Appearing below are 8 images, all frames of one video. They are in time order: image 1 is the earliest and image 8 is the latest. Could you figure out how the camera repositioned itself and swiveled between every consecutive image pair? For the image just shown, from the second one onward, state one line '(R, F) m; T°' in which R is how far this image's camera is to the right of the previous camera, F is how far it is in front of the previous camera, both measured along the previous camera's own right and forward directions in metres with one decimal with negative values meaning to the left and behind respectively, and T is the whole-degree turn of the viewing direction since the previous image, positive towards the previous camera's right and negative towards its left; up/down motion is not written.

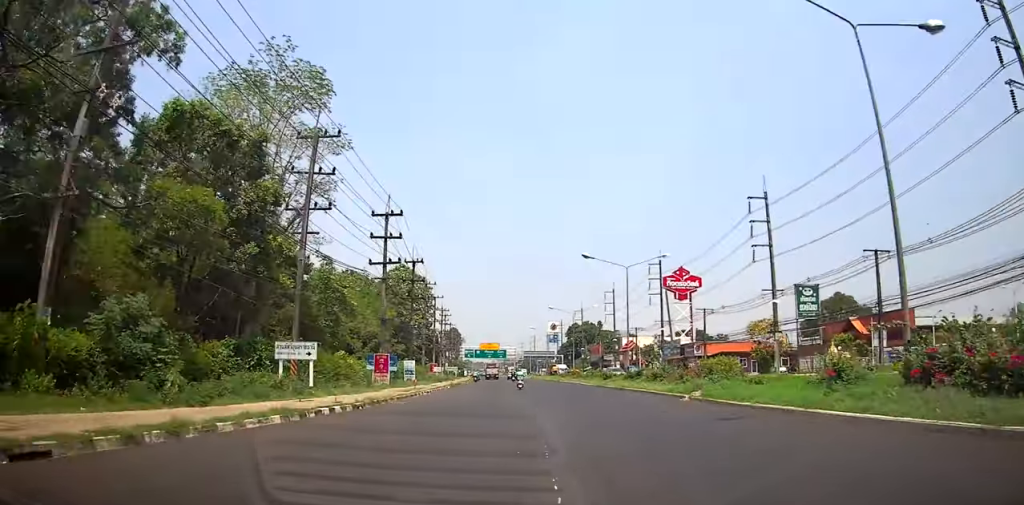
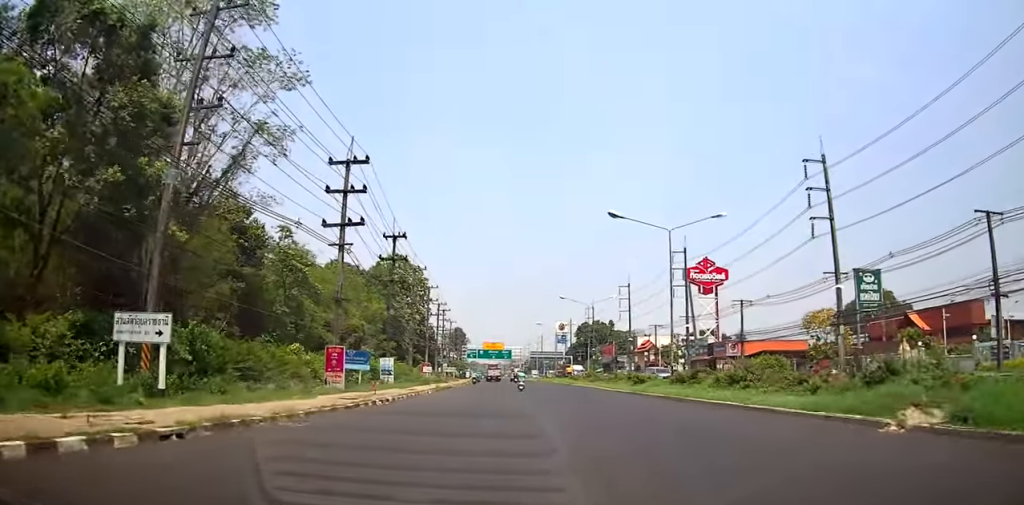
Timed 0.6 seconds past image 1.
(0.0, +12.4) m; -1°
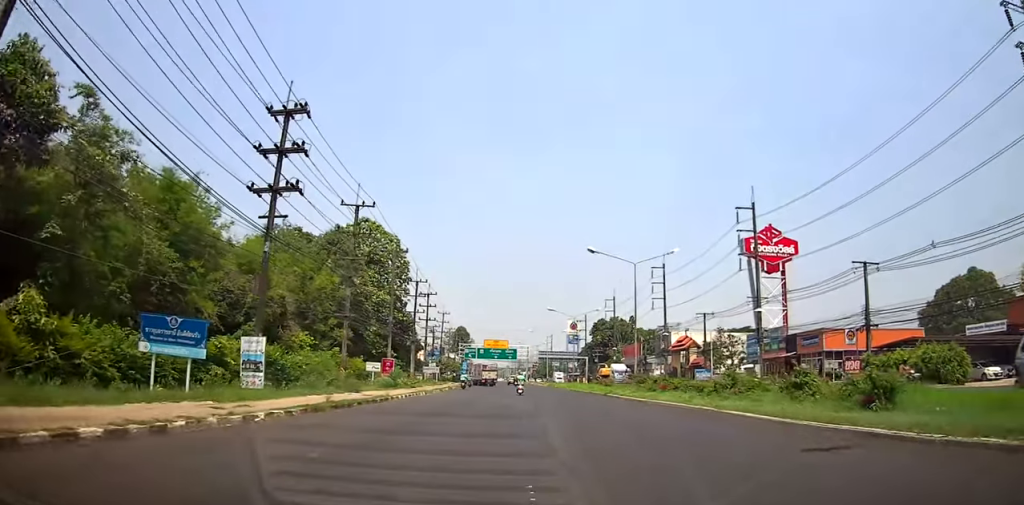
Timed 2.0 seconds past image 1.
(-0.9, +26.3) m; -4°
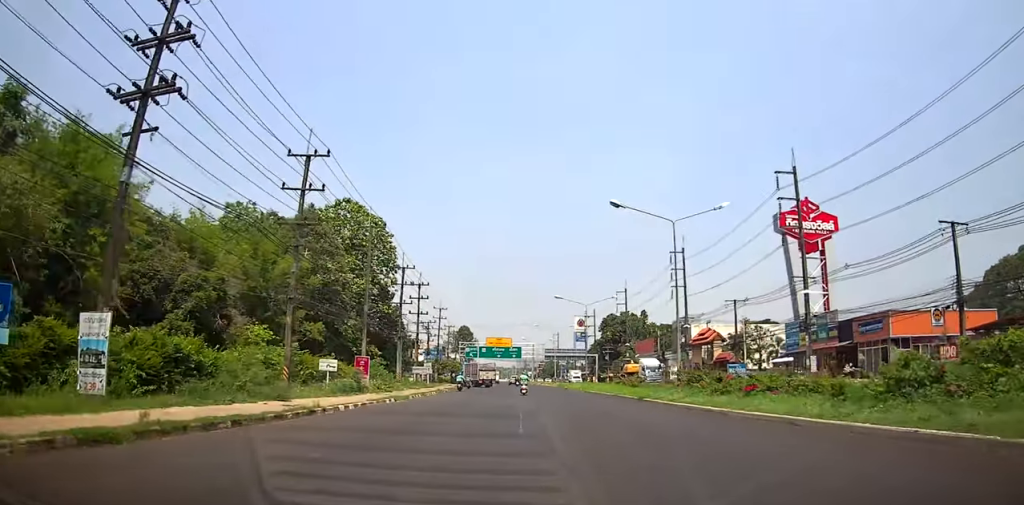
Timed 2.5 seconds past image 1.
(-0.2, +10.6) m; -1°
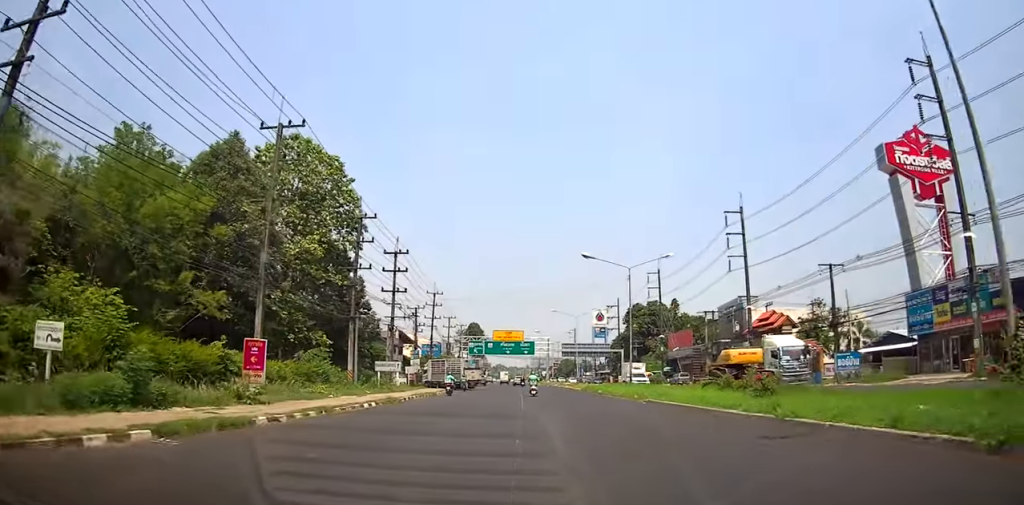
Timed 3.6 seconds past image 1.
(-0.2, +20.7) m; -1°
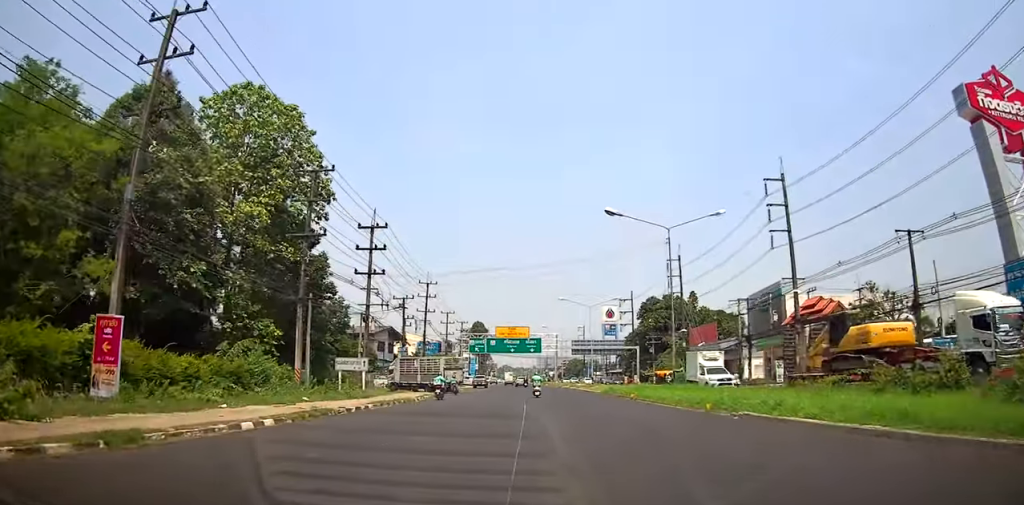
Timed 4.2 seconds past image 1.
(0.0, +10.7) m; -1°
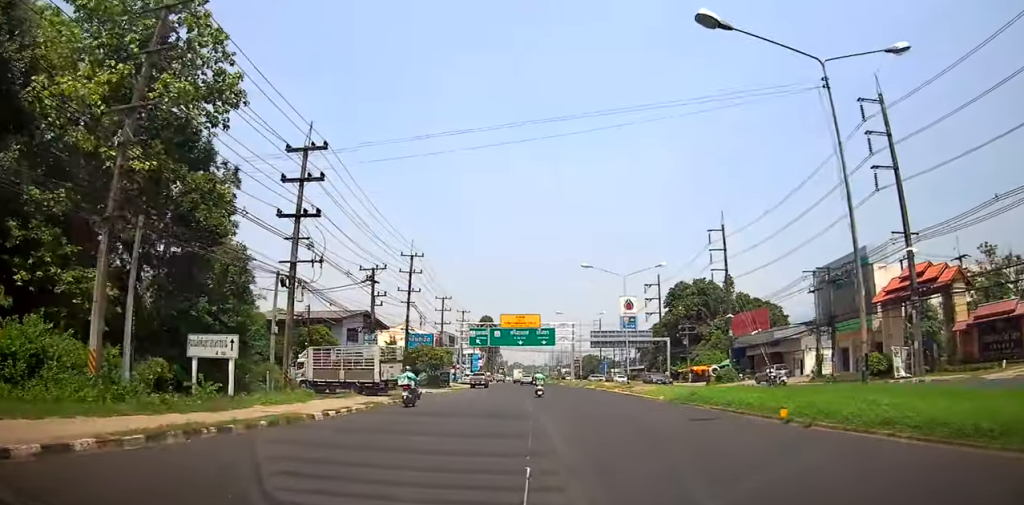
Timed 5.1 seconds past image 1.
(-0.2, +17.0) m; -1°
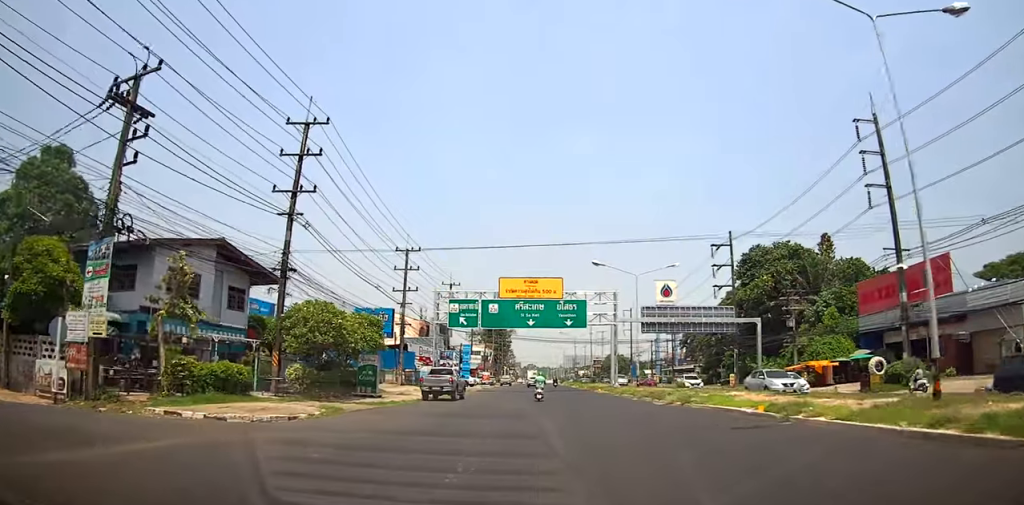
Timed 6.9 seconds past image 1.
(-0.7, +33.9) m; -2°
